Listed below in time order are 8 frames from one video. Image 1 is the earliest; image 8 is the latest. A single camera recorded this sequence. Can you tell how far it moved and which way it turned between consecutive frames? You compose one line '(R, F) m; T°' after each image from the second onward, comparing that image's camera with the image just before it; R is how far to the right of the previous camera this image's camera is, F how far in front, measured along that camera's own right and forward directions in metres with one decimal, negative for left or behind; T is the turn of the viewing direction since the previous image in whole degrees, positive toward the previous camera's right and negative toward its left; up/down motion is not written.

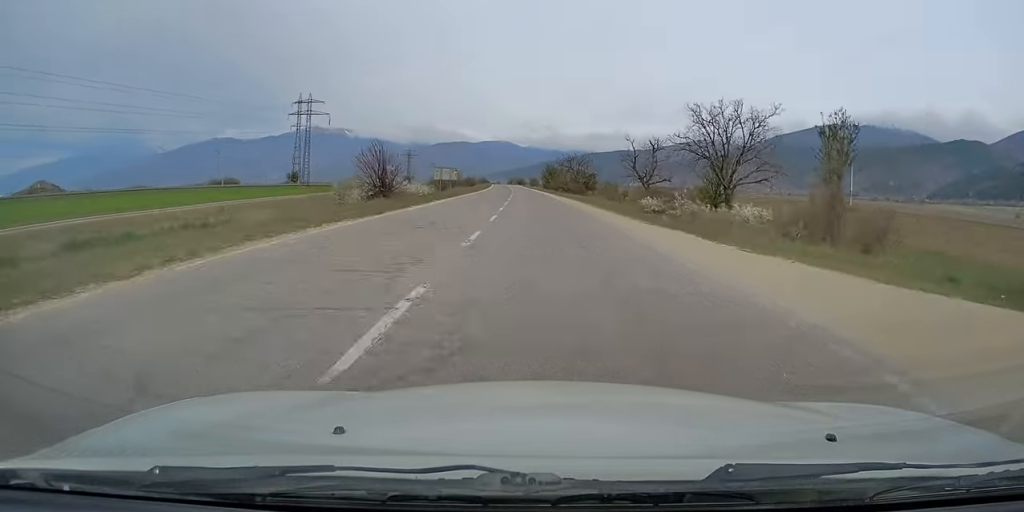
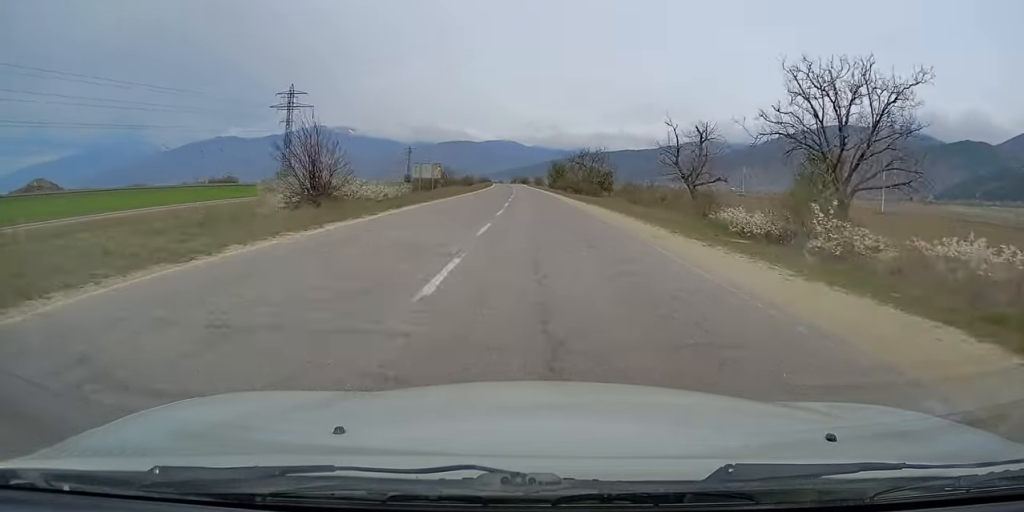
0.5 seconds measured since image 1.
(-0.1, +12.8) m; 0°
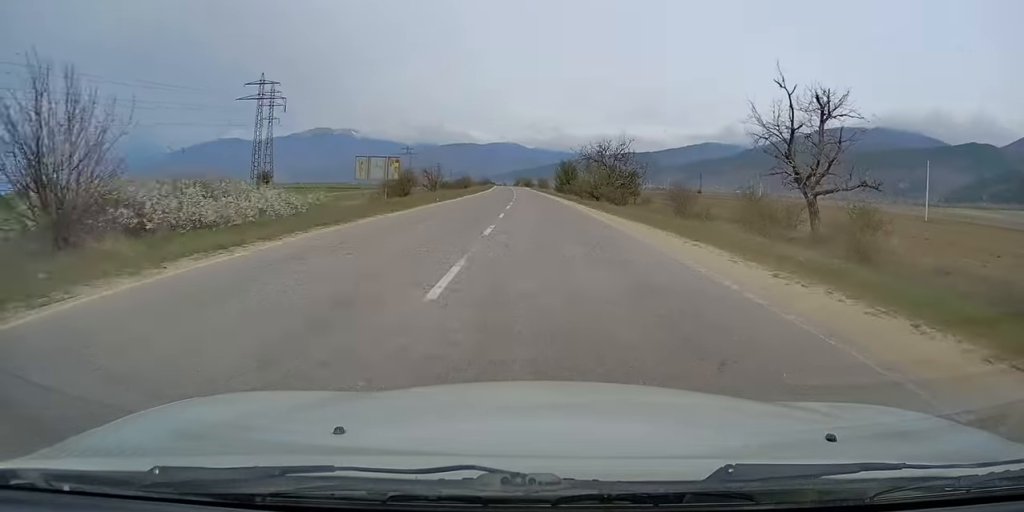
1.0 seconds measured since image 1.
(0.0, +15.5) m; 0°
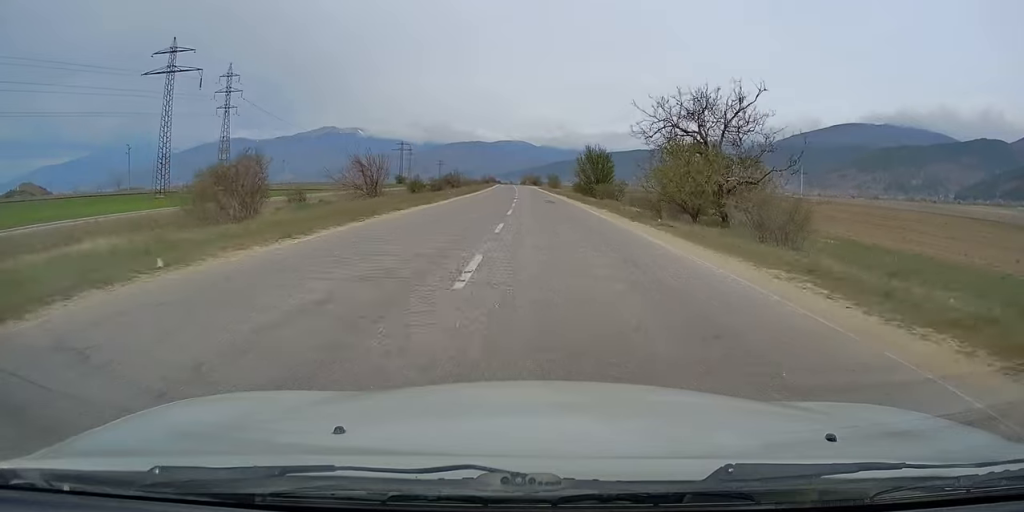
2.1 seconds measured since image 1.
(-0.1, +30.2) m; 0°
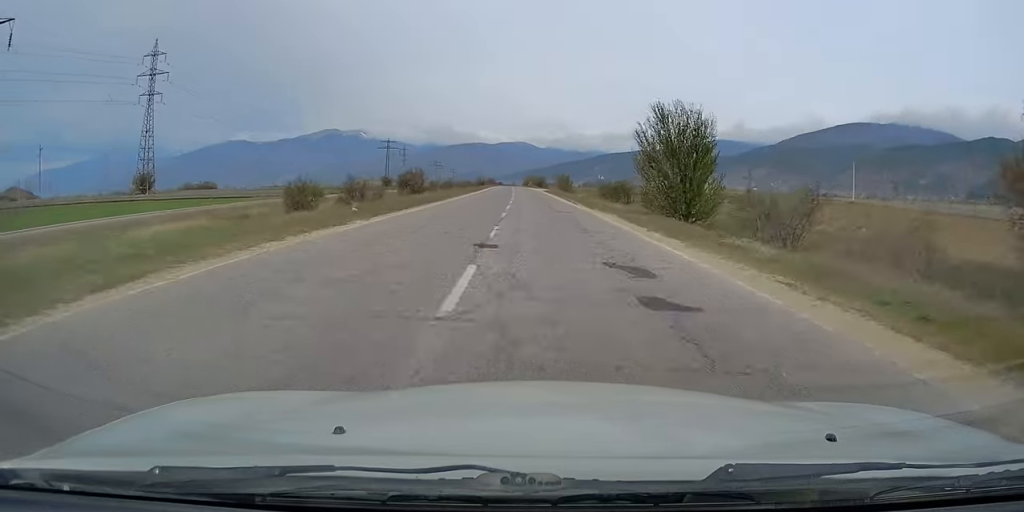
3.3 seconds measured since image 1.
(0.0, +32.9) m; 0°
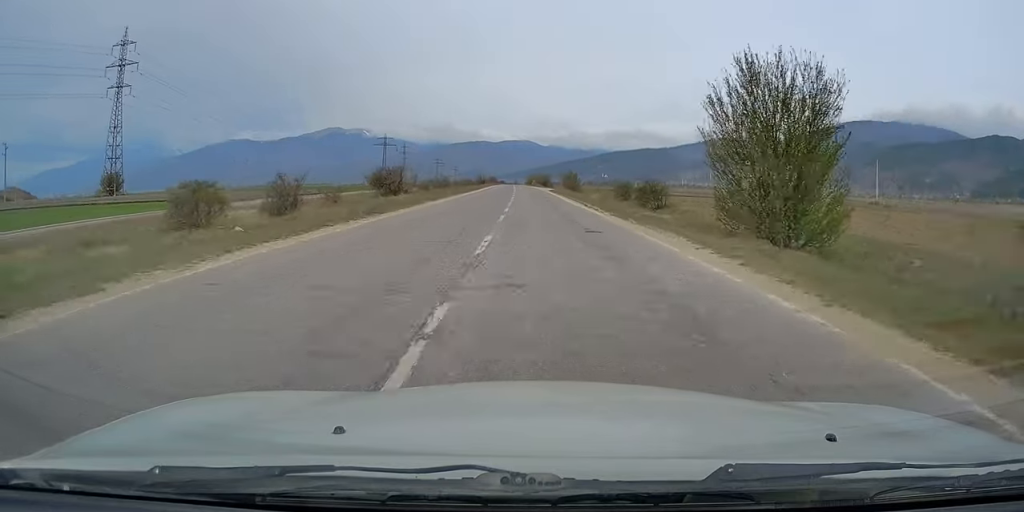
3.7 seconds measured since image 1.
(0.0, +11.0) m; 0°
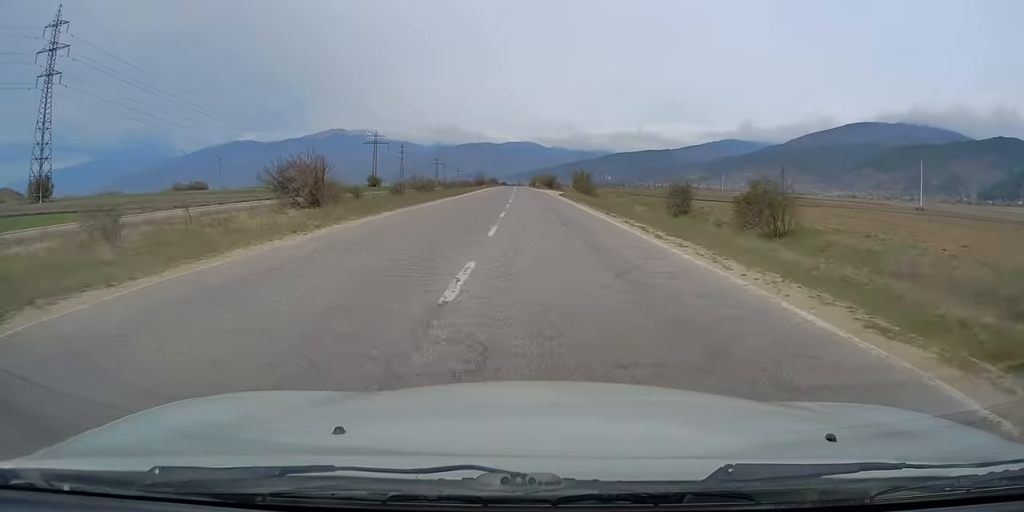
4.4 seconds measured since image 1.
(0.0, +19.3) m; -1°
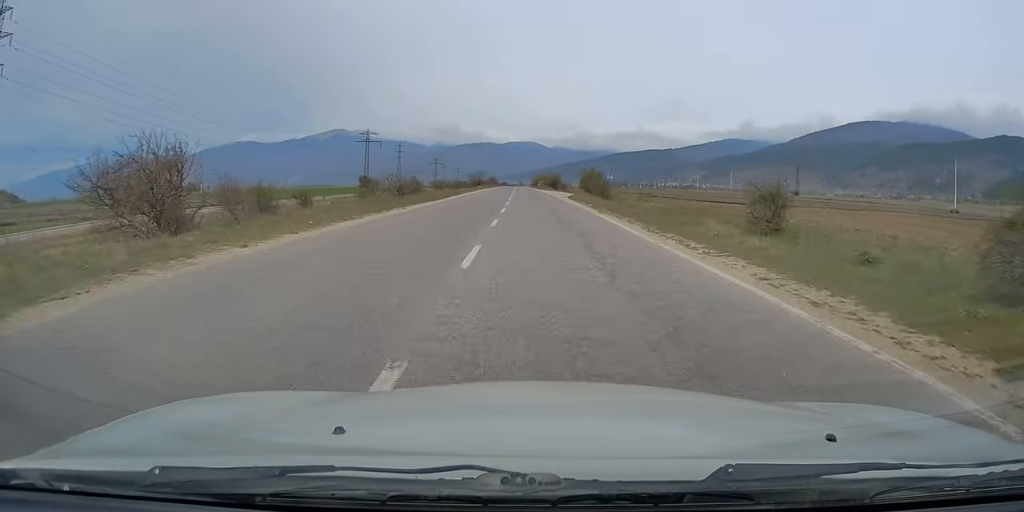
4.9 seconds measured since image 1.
(-0.2, +12.9) m; 0°
